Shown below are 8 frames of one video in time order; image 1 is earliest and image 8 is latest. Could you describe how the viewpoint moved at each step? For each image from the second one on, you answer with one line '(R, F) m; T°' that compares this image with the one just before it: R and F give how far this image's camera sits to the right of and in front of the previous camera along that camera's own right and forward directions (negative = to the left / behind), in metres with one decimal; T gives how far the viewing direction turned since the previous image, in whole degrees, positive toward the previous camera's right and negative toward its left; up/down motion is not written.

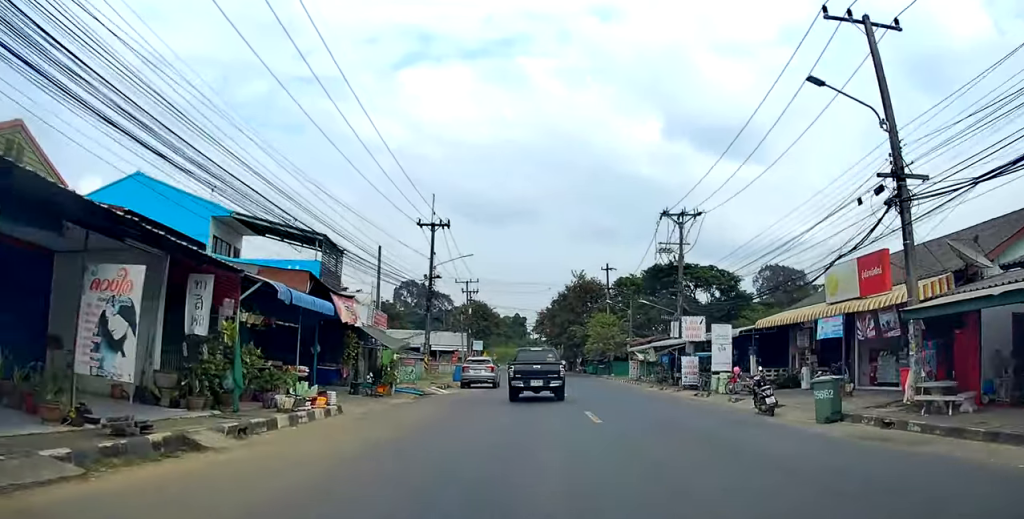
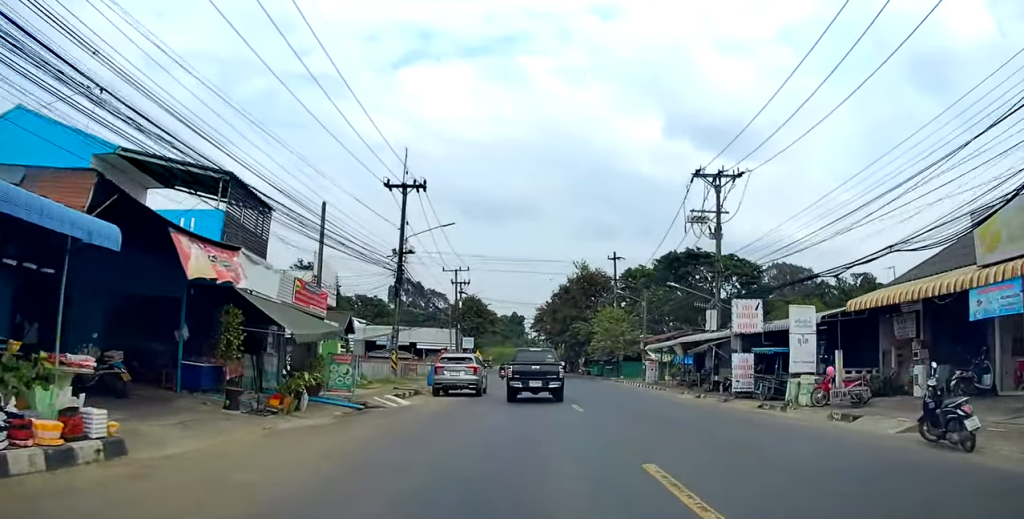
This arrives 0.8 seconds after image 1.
(-0.1, +8.4) m; -1°
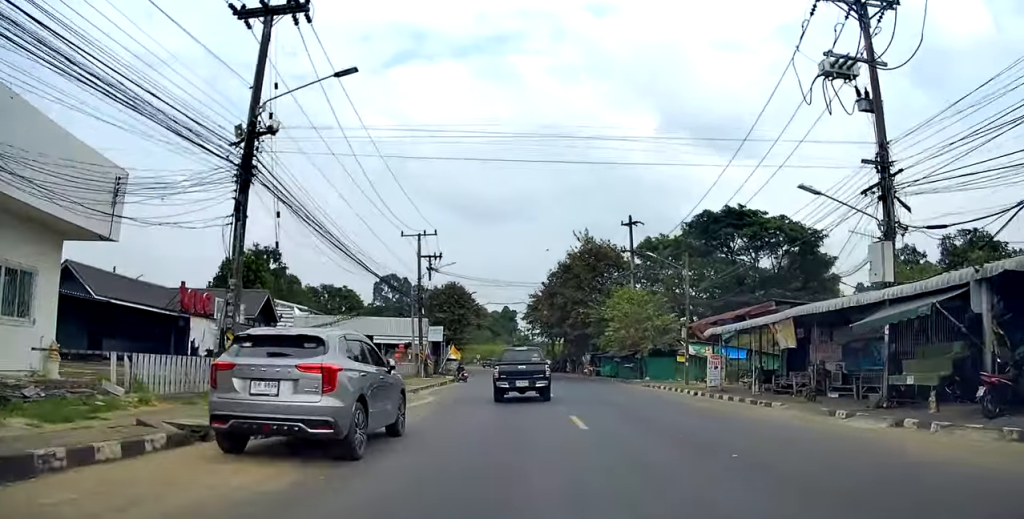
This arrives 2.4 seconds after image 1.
(-0.1, +16.7) m; -1°
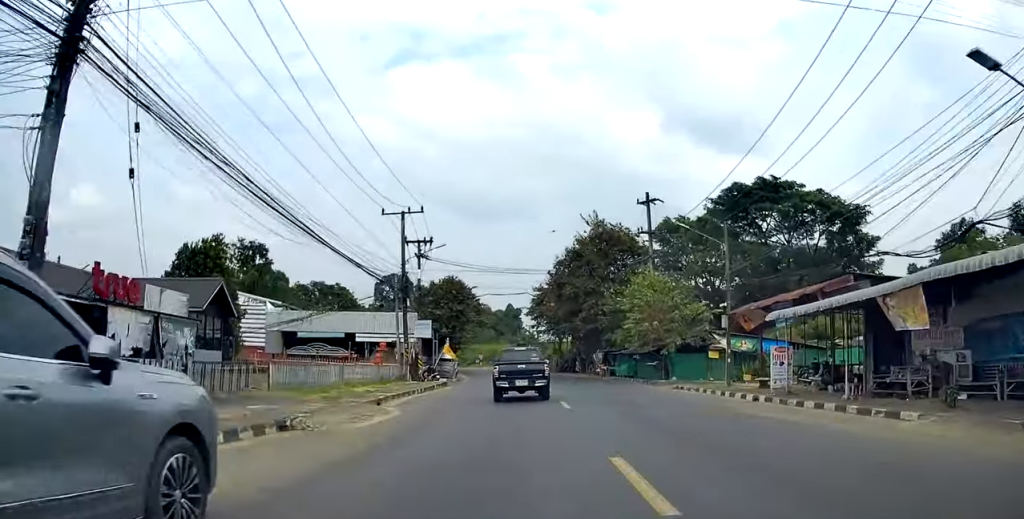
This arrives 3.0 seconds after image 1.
(-0.1, +7.4) m; 0°
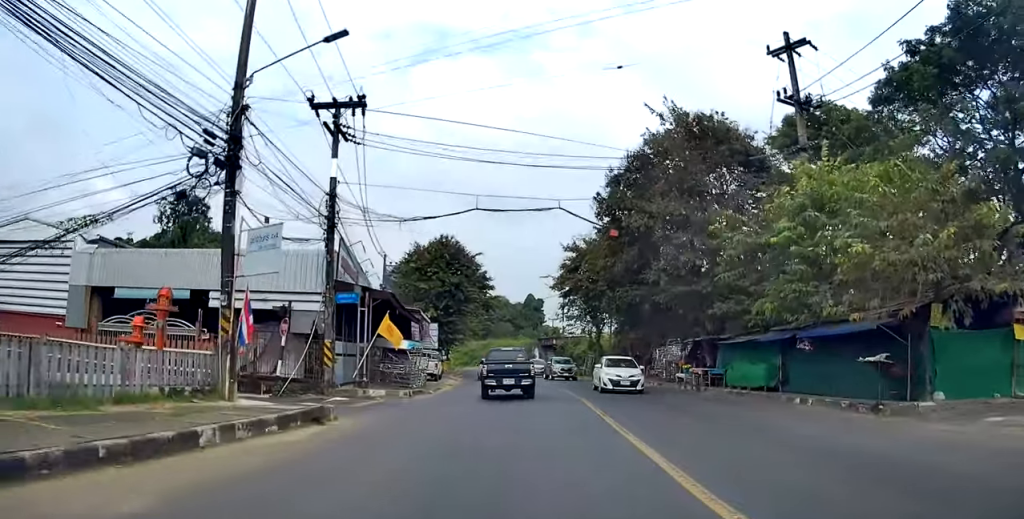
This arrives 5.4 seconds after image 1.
(+0.4, +26.1) m; +1°
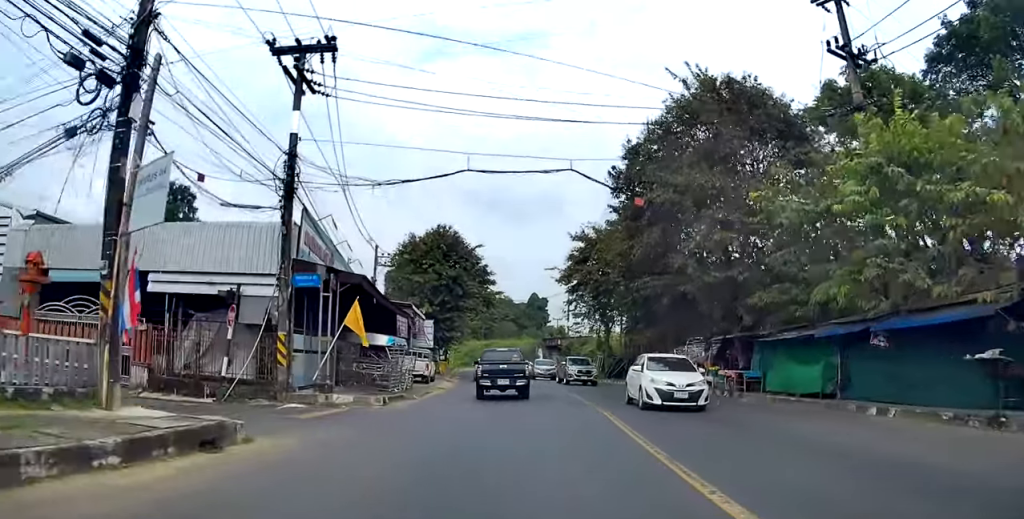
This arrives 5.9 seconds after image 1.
(-0.1, +4.7) m; 0°
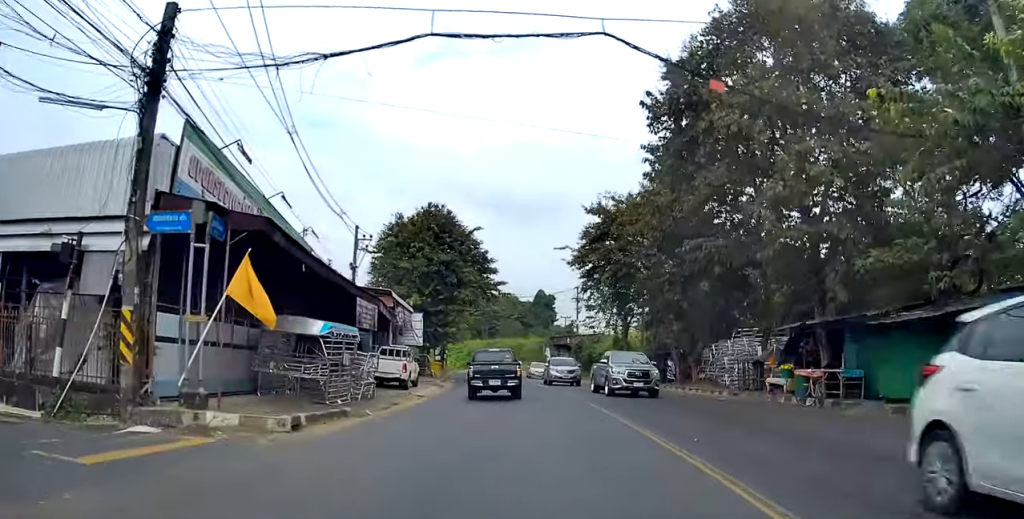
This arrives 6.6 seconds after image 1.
(-0.1, +7.6) m; 0°
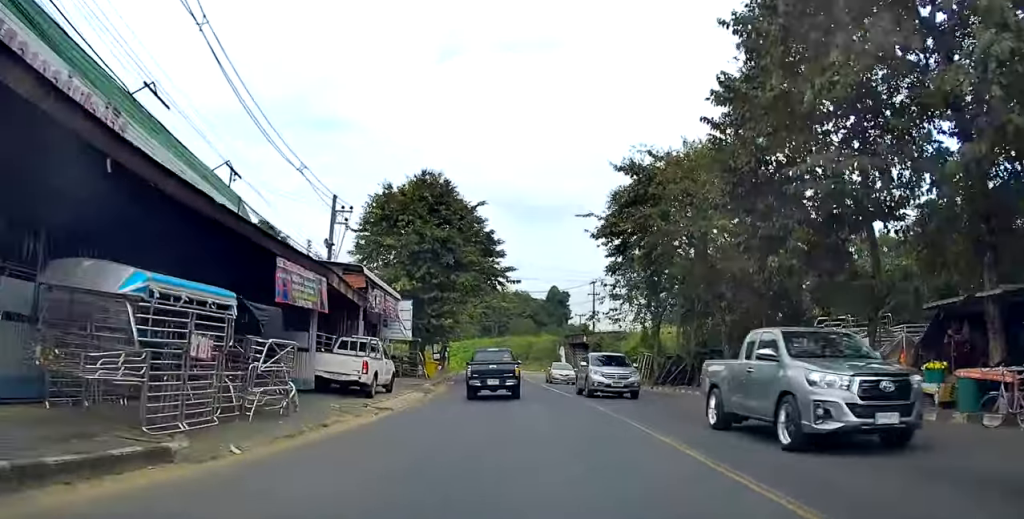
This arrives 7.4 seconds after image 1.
(0.0, +7.9) m; 0°
